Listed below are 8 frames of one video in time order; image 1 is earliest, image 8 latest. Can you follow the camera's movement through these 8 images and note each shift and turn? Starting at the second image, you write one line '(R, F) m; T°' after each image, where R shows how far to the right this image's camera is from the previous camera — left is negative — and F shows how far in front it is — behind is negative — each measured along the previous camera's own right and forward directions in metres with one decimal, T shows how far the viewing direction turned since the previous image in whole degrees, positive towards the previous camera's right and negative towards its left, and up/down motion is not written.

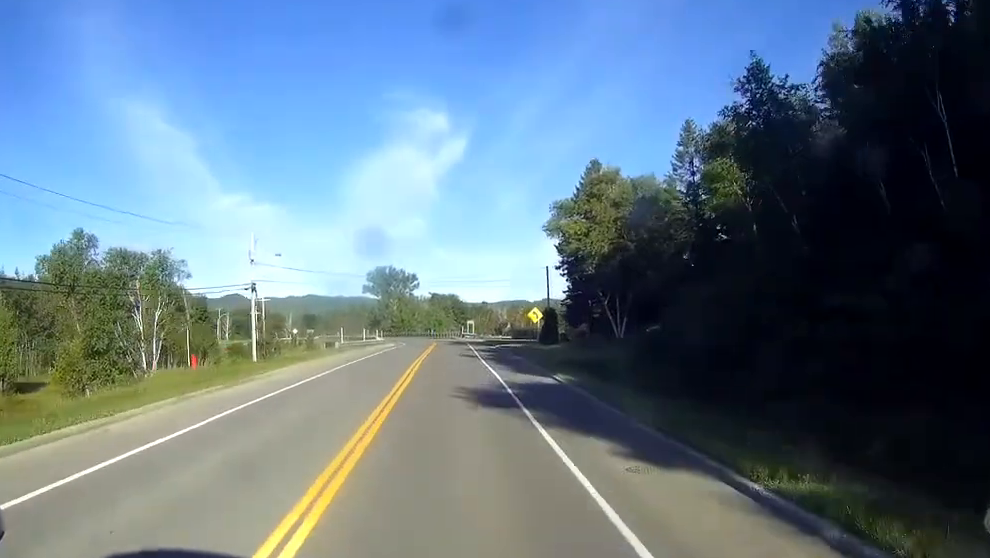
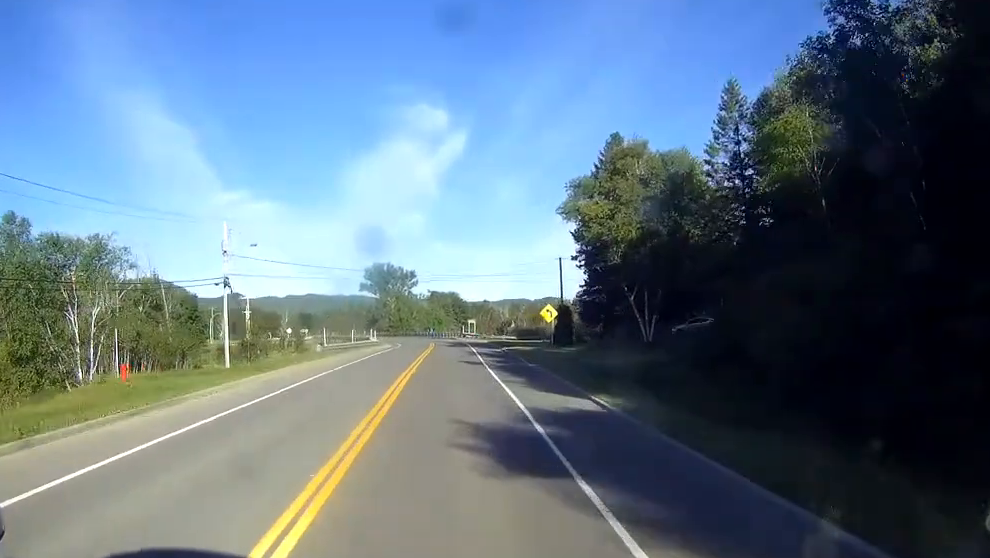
(-0.1, +10.1) m; 0°
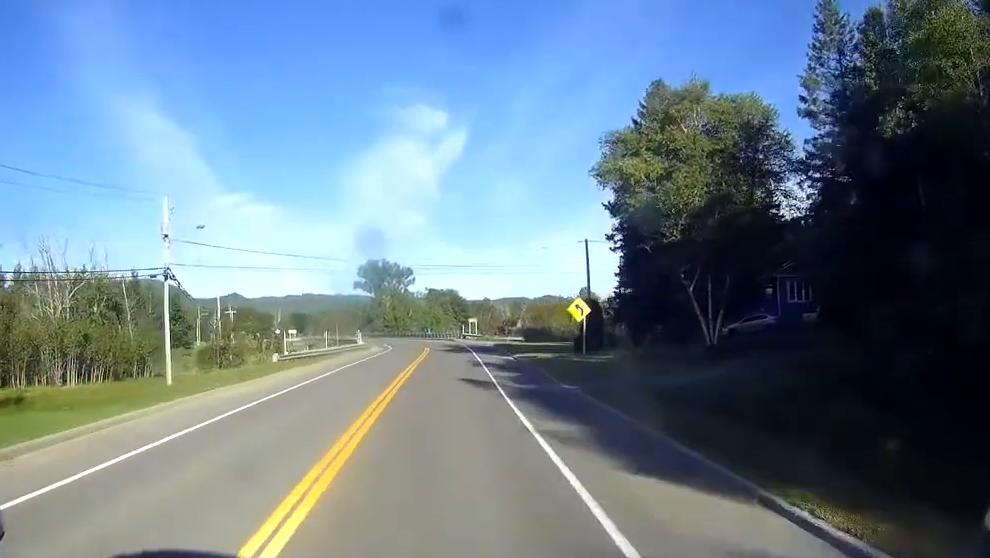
(-0.1, +15.1) m; 0°
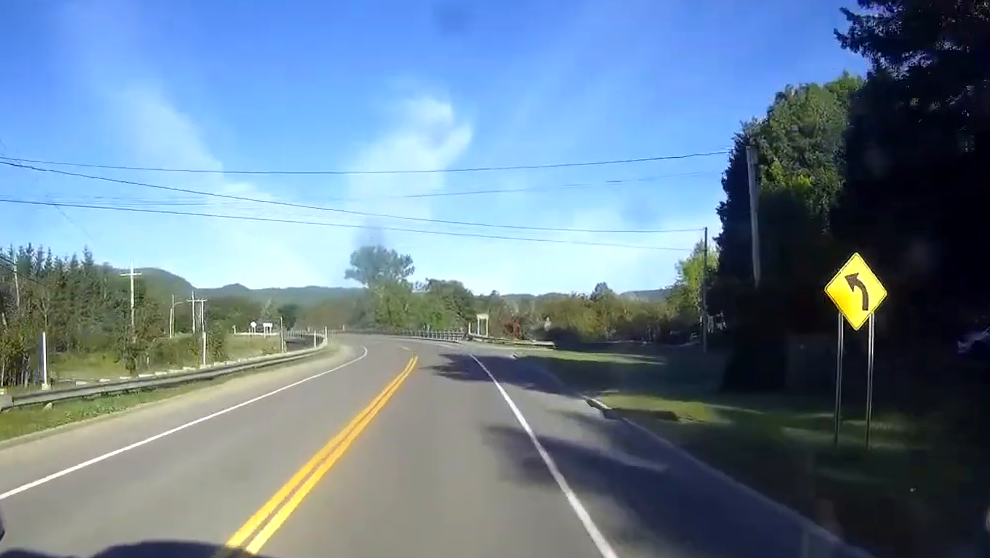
(+0.1, +30.9) m; 0°
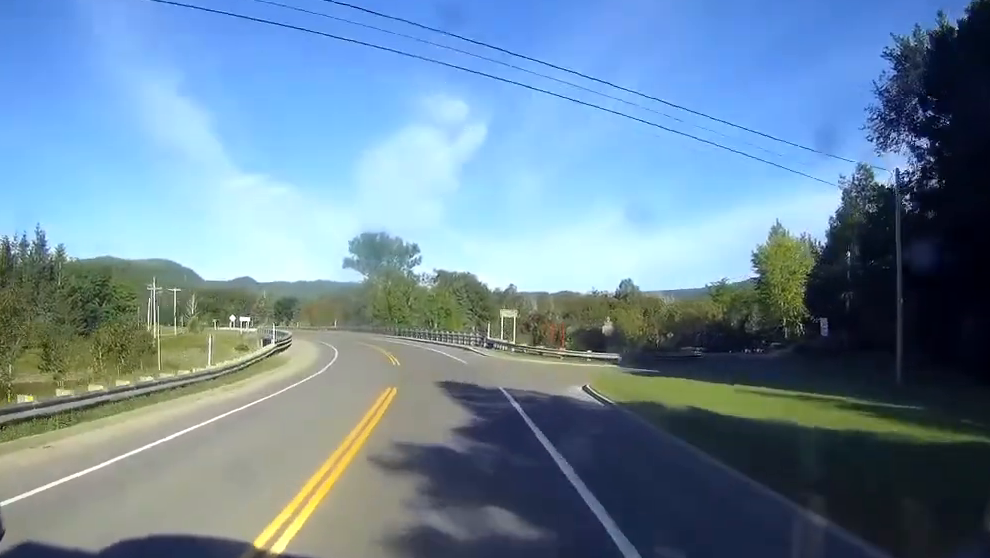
(-0.1, +27.5) m; -1°
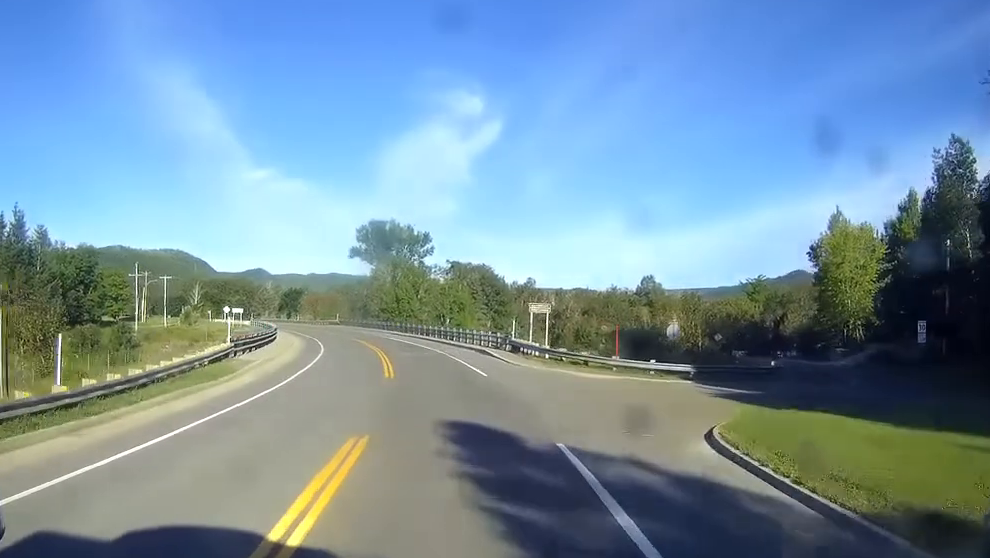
(-0.2, +13.6) m; -1°
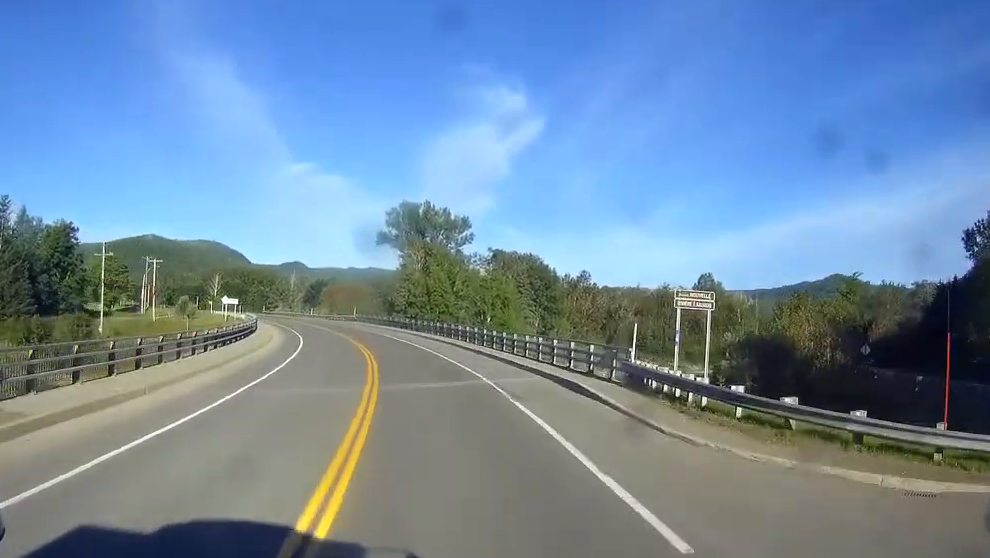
(-0.6, +24.9) m; -3°
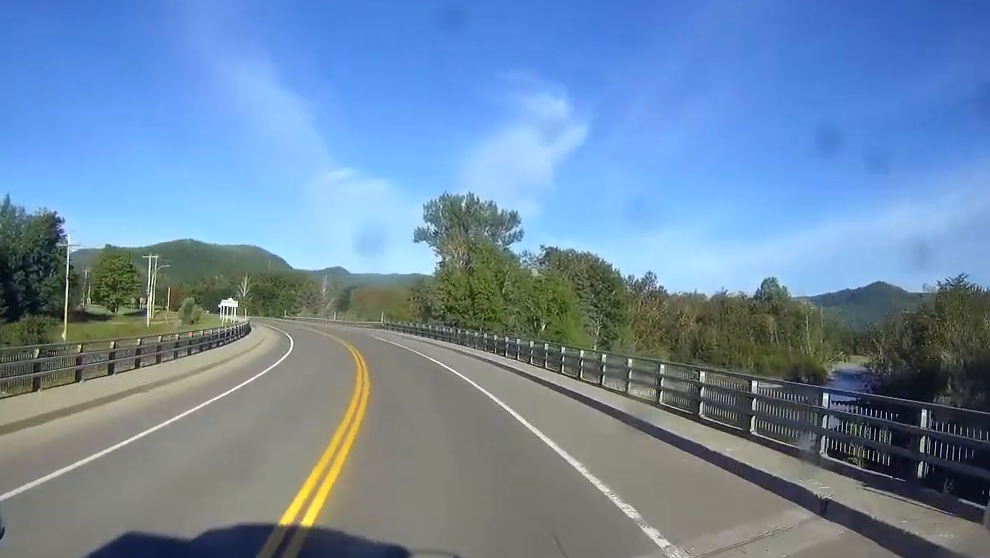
(-0.5, +20.2) m; -2°
